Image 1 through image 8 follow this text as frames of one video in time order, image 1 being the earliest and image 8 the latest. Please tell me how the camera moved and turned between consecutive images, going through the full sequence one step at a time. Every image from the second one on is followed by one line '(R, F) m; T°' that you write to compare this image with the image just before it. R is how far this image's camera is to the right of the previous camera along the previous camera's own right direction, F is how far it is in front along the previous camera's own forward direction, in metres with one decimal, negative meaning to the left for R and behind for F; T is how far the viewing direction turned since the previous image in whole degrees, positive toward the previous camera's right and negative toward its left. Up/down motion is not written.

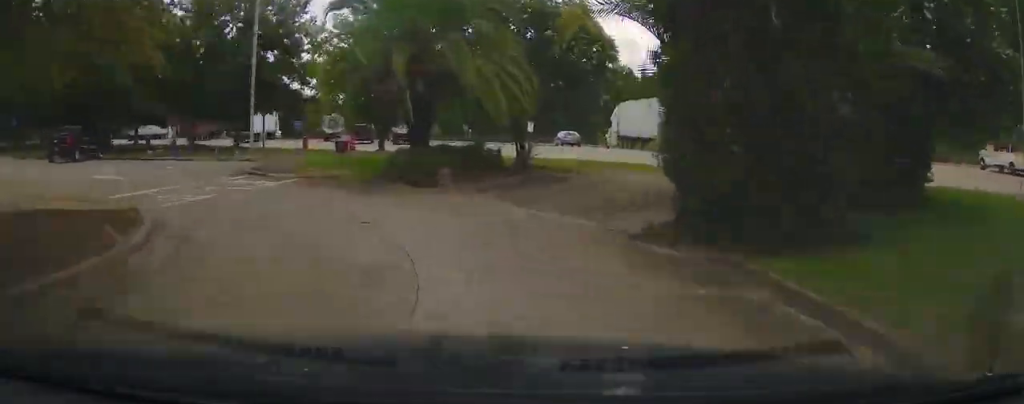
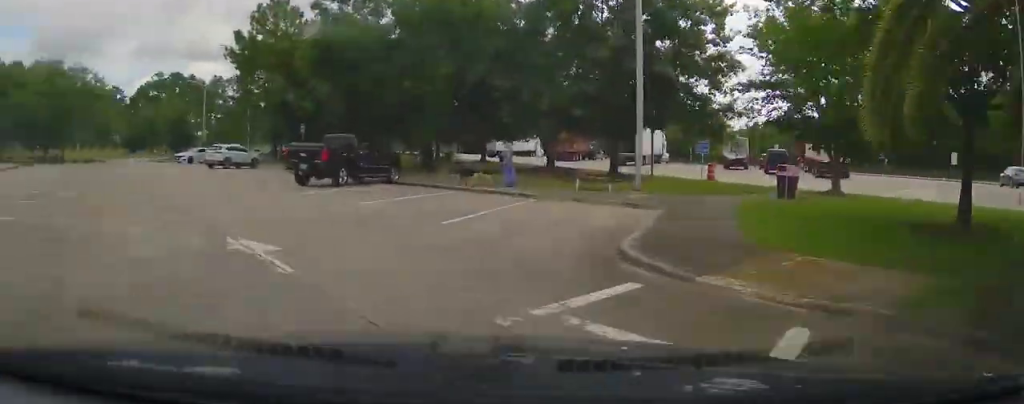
(-5.2, +12.7) m; -17°
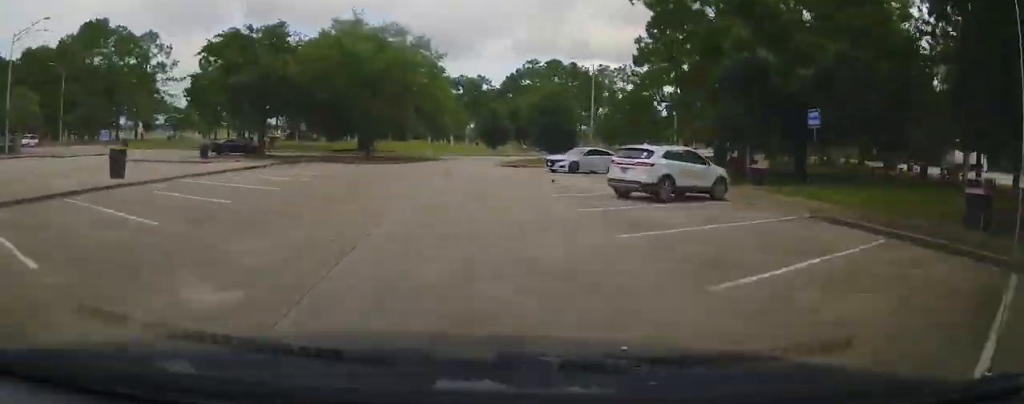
(-7.1, +24.0) m; -15°
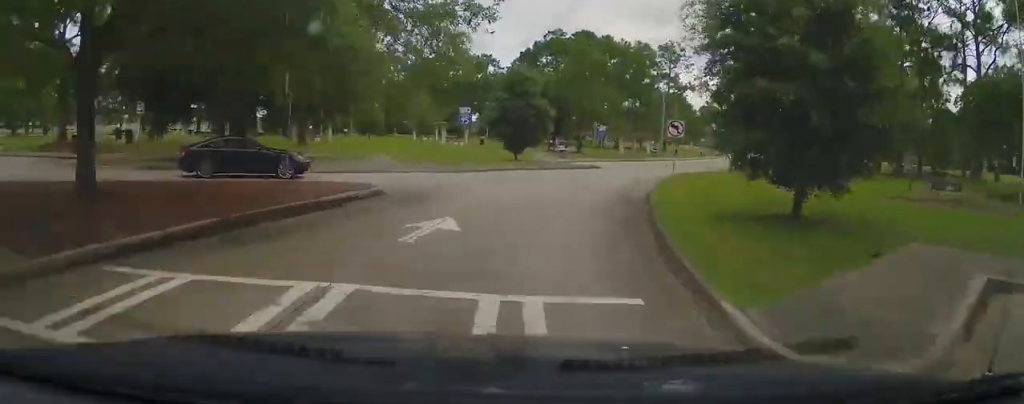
(+0.6, +35.8) m; +12°
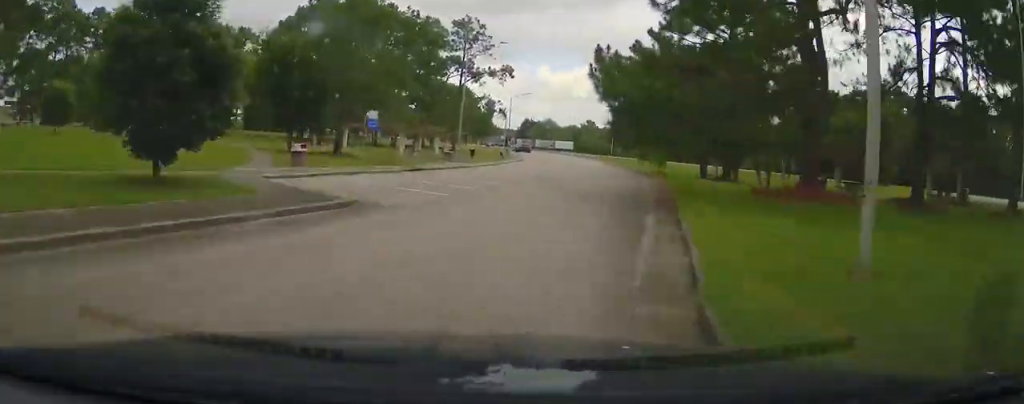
(+4.2, +27.1) m; +10°
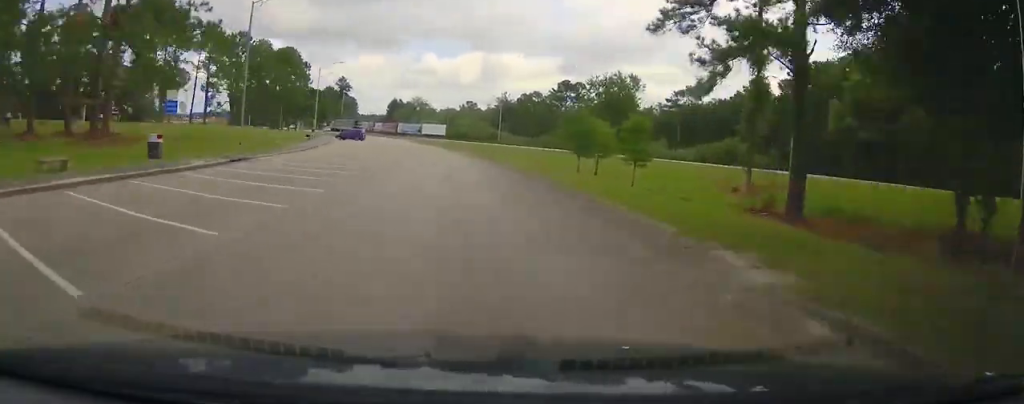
(+5.0, +62.6) m; 0°
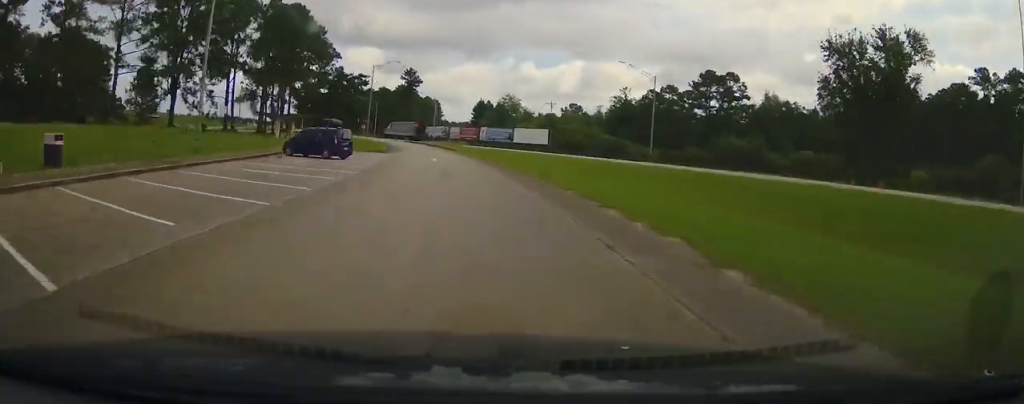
(-3.8, +51.0) m; -9°
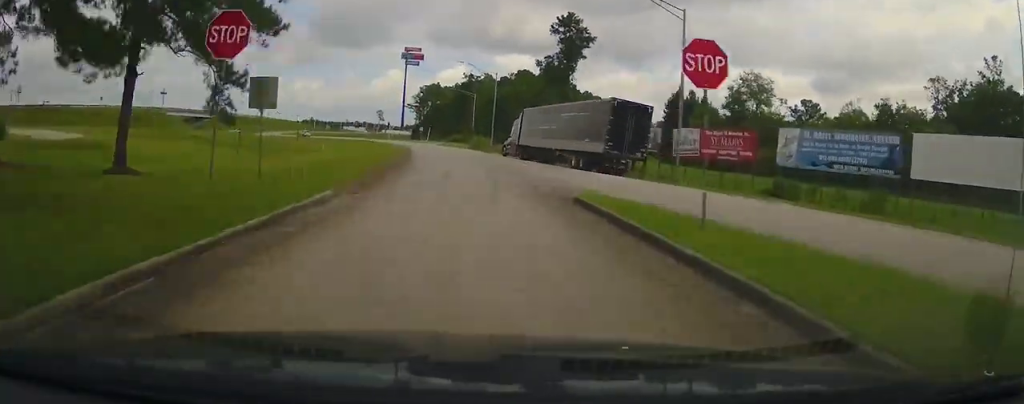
(-12.0, +90.5) m; -14°
